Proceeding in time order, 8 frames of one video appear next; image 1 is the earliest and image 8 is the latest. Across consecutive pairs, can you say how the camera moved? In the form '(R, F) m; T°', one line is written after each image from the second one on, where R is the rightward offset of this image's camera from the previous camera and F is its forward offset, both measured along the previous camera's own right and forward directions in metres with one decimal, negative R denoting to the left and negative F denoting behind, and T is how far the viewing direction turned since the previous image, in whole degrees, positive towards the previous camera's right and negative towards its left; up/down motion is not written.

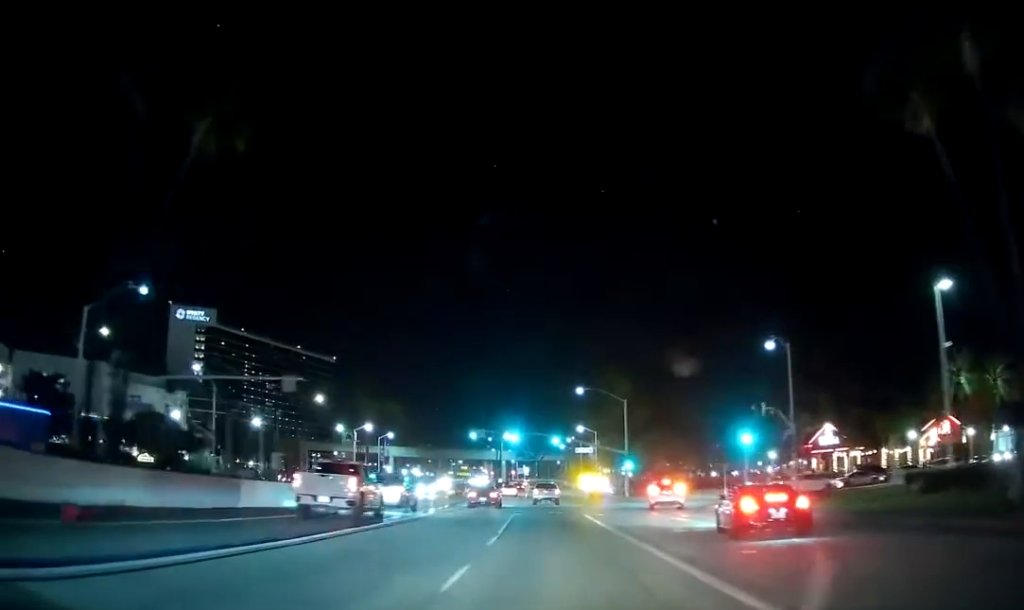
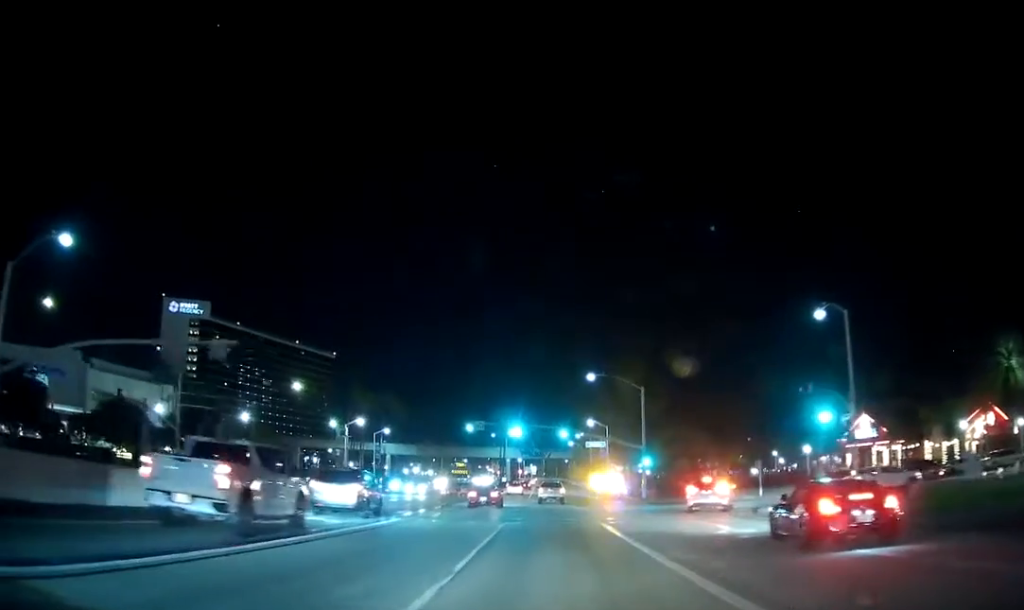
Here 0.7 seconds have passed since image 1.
(0.0, +10.2) m; 0°
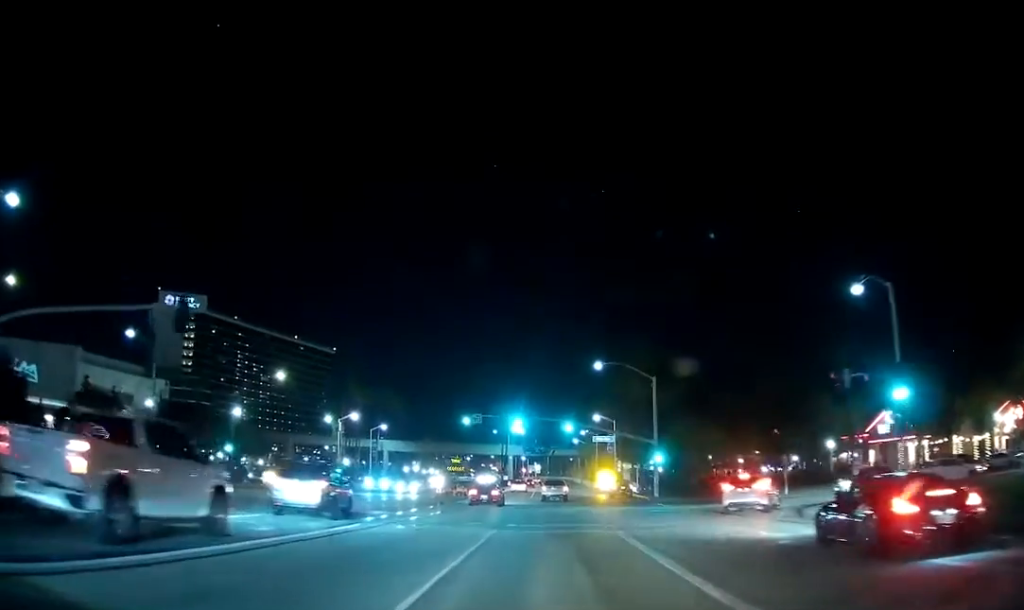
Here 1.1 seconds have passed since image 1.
(0.0, +5.7) m; 0°
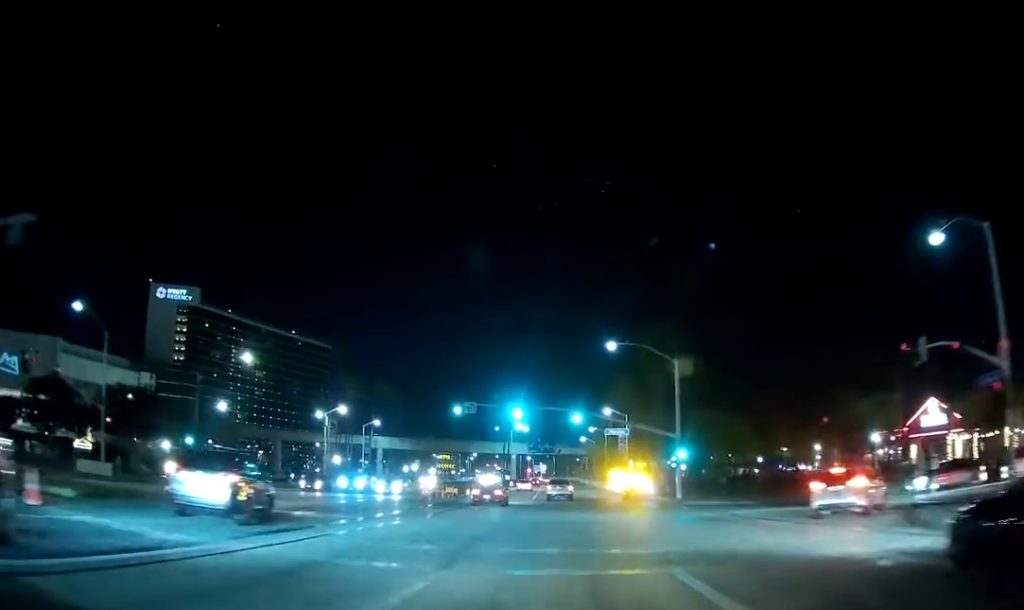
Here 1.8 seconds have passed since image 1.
(+0.1, +9.6) m; -1°
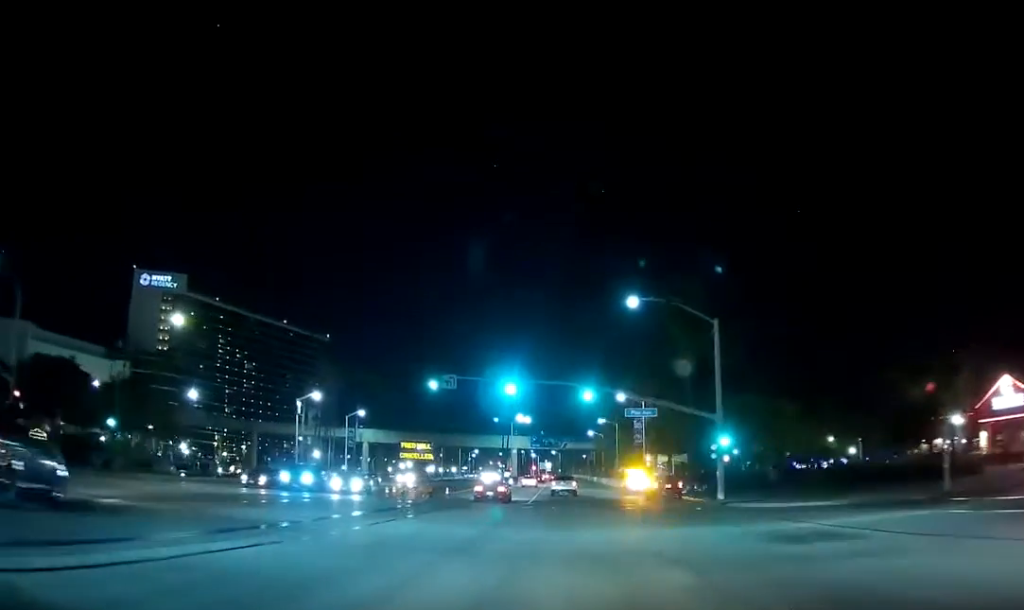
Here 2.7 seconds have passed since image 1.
(-0.2, +13.5) m; -1°
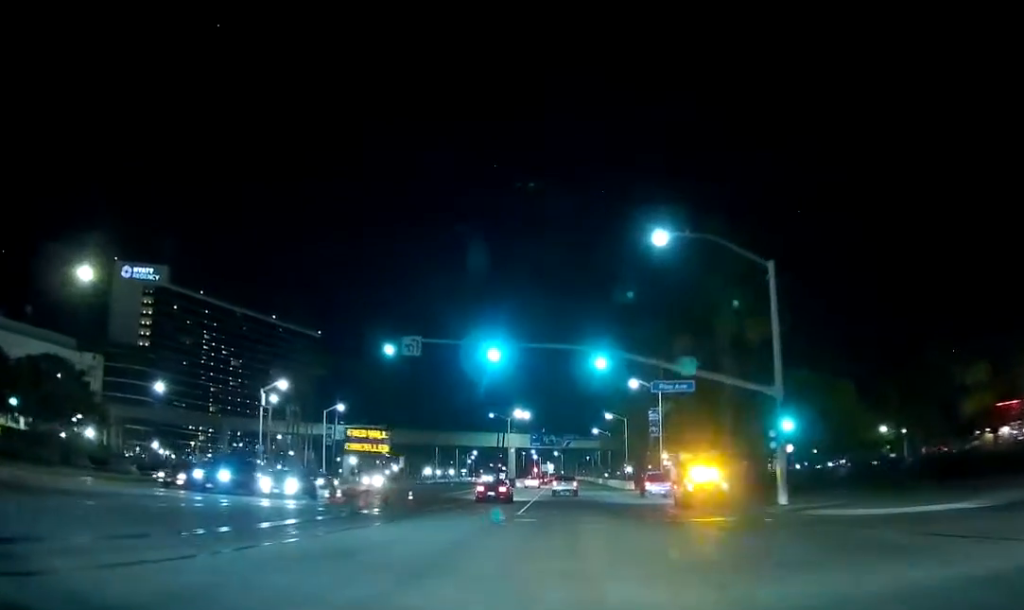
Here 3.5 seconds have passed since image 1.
(-0.1, +11.8) m; 0°
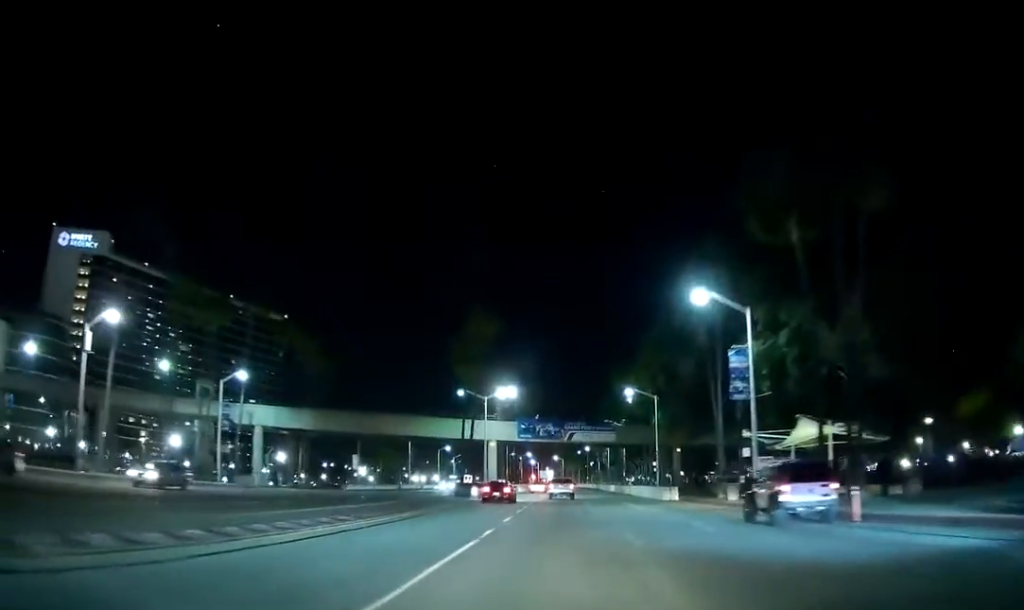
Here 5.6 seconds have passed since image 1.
(+0.3, +33.3) m; 0°
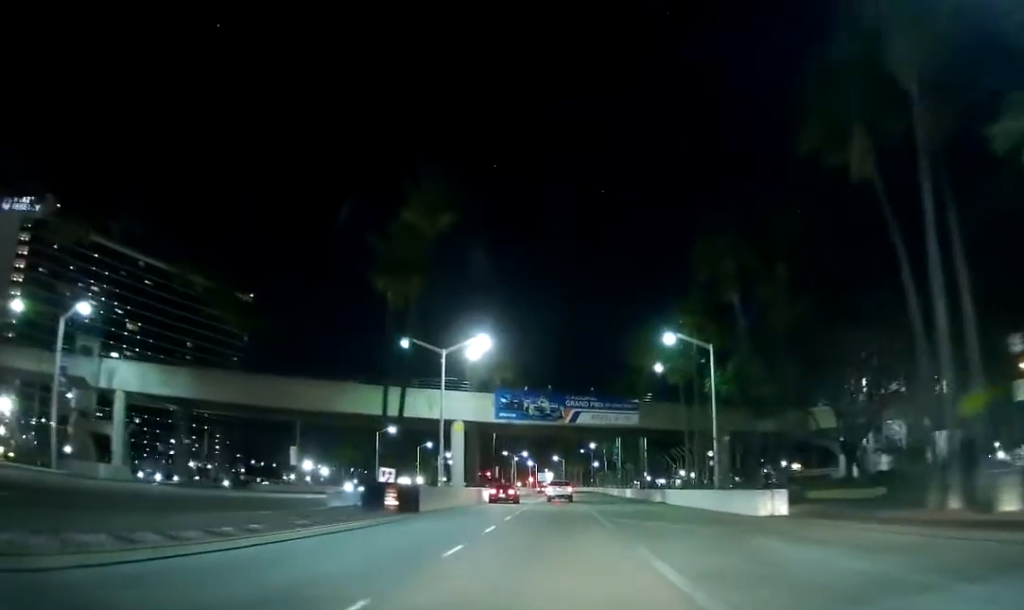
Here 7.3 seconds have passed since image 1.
(0.0, +27.7) m; 0°
